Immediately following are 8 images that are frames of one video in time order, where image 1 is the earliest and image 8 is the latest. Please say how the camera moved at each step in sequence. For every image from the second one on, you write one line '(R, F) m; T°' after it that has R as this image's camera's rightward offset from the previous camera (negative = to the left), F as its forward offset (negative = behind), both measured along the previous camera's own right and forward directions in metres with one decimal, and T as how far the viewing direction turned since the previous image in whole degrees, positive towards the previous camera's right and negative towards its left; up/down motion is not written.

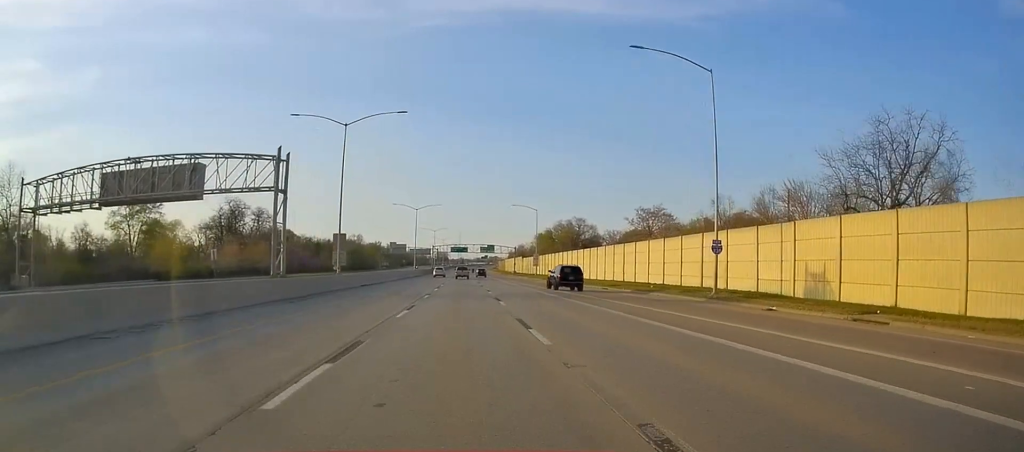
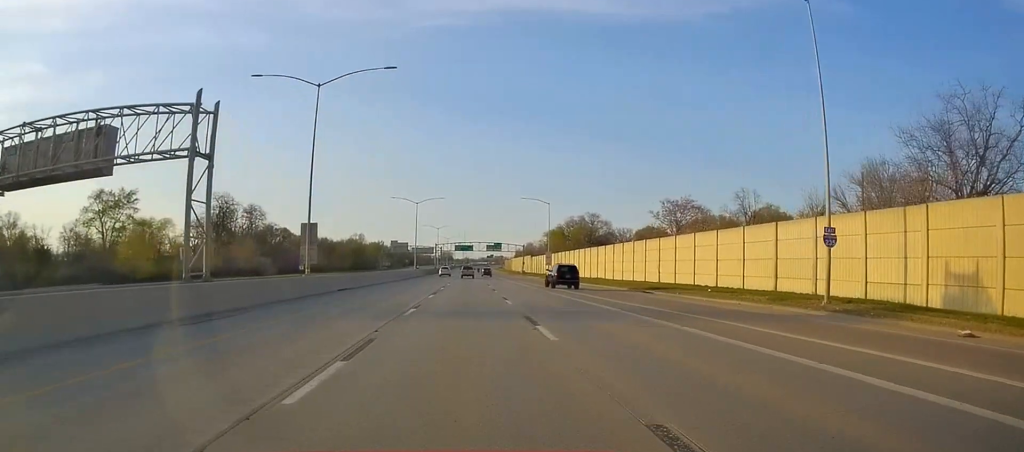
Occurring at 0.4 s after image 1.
(-0.1, +12.3) m; 0°
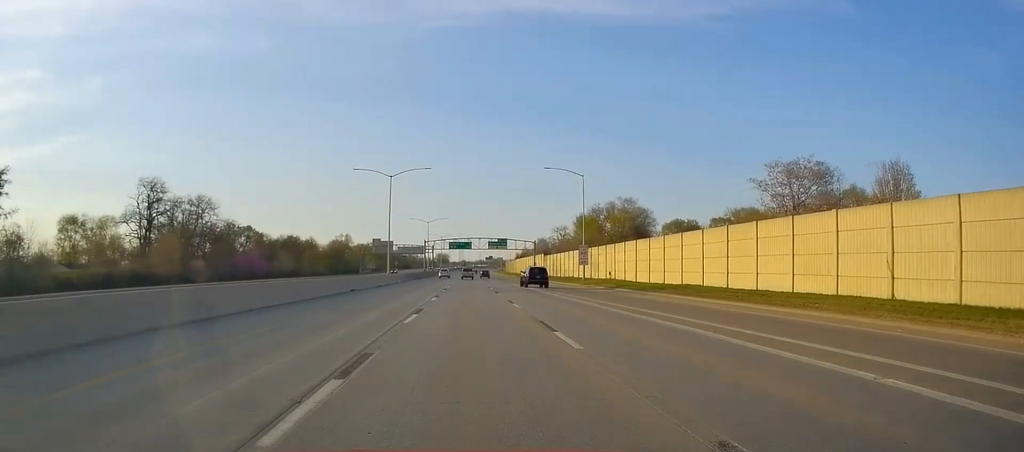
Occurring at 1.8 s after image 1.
(-0.1, +37.6) m; +1°
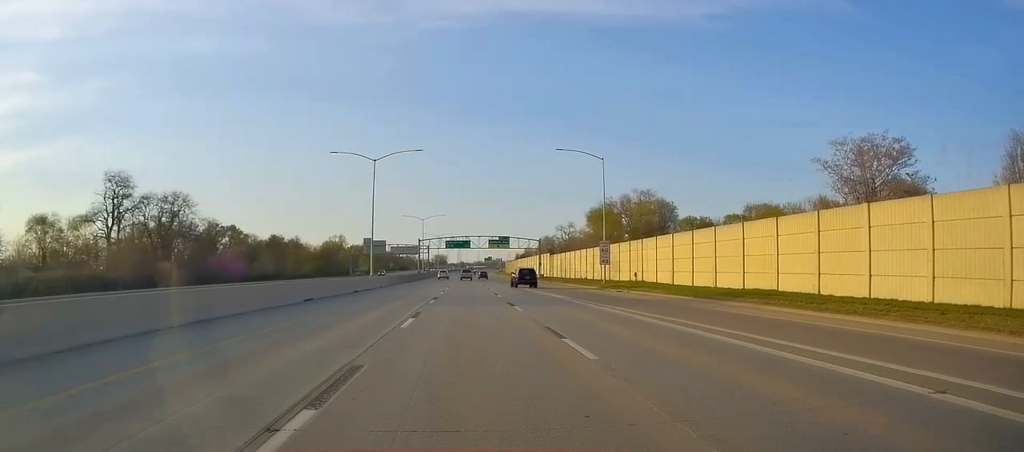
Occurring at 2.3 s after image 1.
(+0.1, +13.2) m; +1°
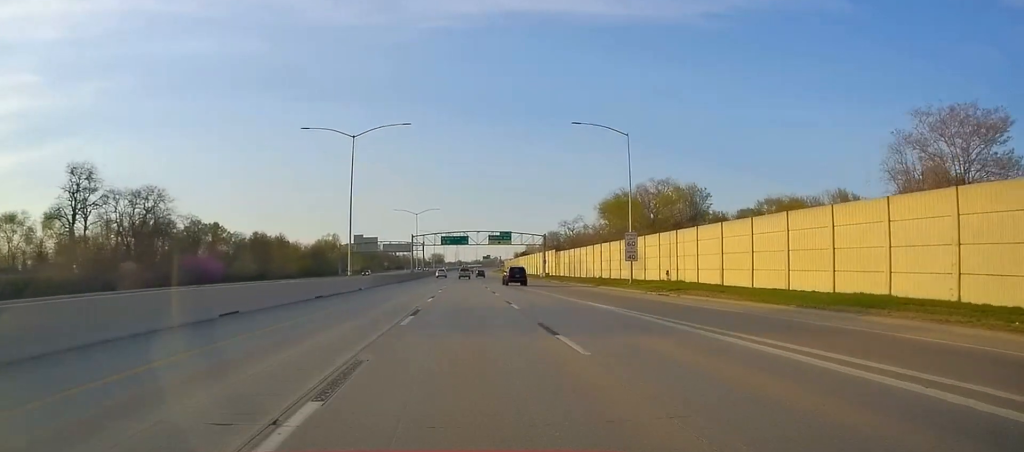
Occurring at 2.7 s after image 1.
(0.0, +12.1) m; 0°
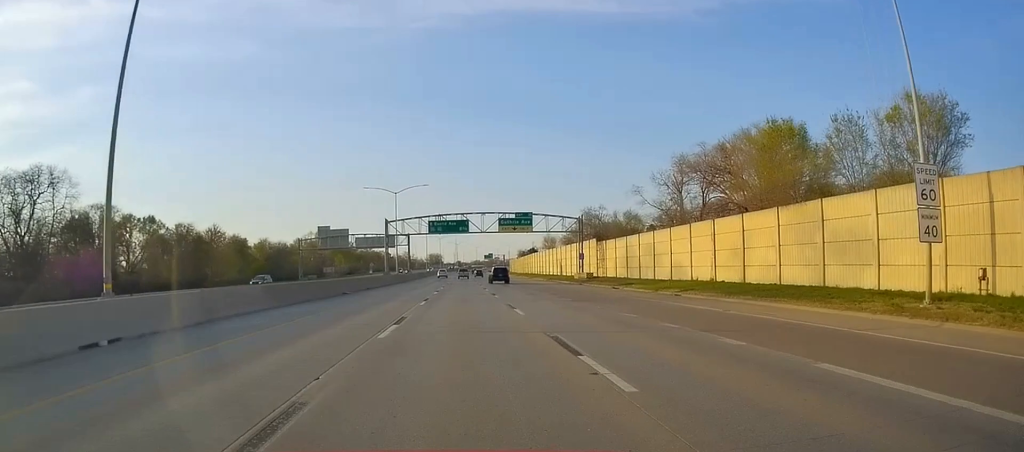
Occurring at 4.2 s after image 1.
(0.0, +39.8) m; 0°
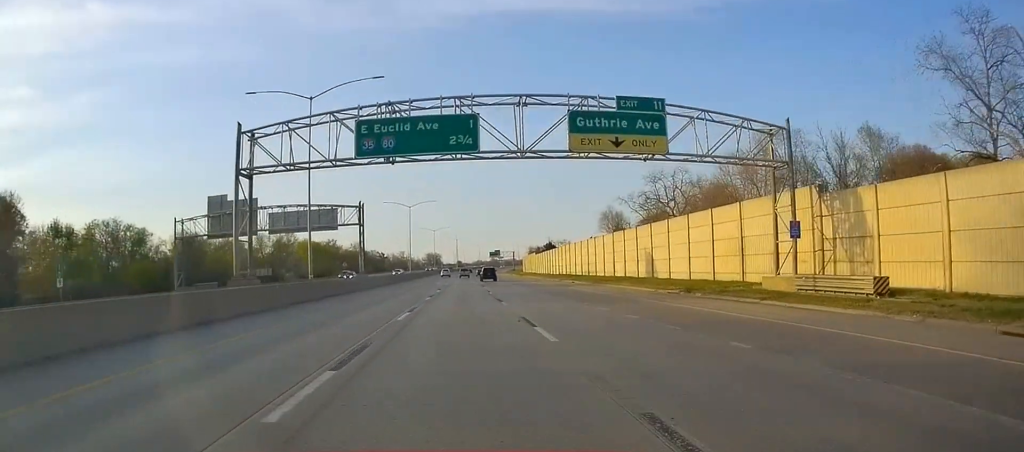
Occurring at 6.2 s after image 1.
(0.0, +55.8) m; 0°
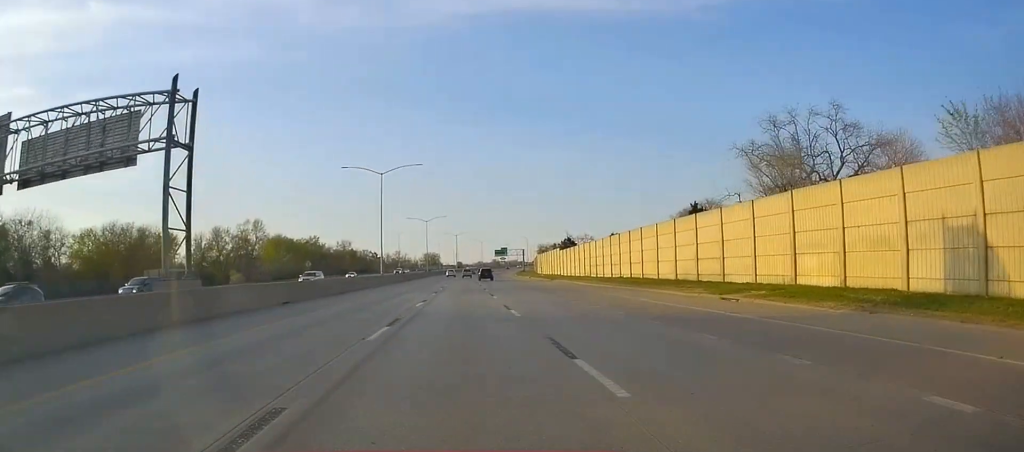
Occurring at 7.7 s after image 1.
(0.0, +42.3) m; 0°
